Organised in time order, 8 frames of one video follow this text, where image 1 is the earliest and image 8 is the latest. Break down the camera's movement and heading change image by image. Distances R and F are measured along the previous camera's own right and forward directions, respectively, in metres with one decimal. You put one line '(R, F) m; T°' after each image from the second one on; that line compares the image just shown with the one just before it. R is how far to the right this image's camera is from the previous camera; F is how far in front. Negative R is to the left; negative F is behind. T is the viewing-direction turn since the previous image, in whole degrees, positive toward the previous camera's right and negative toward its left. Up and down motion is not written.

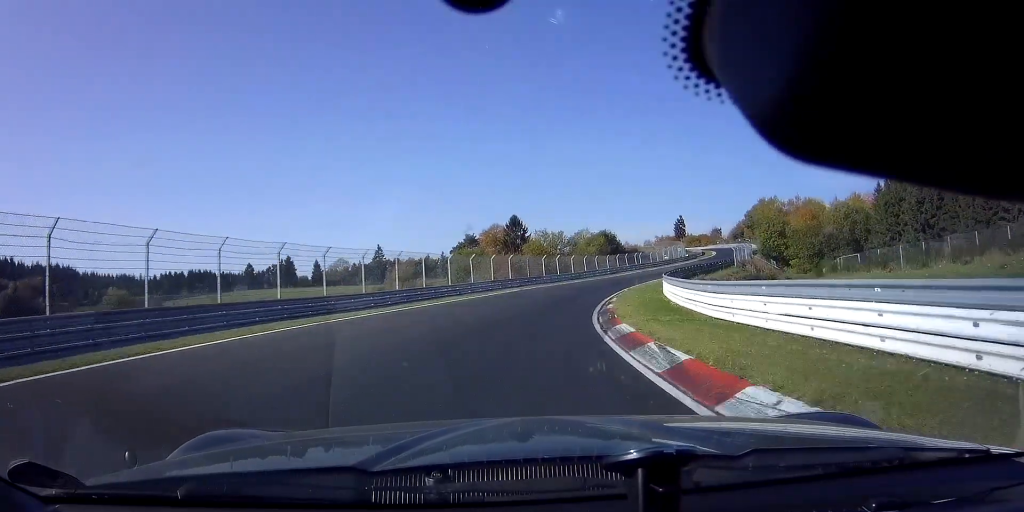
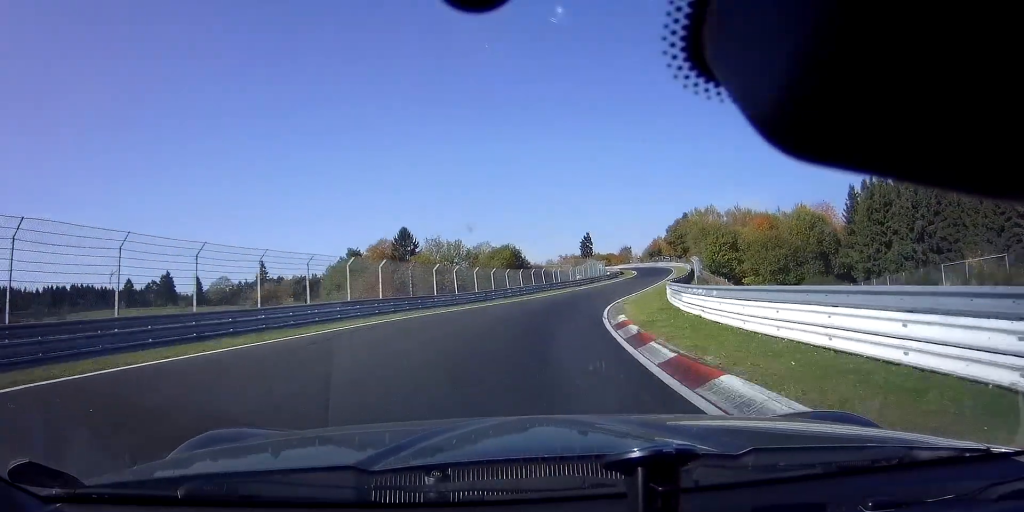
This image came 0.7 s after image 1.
(+2.3, +19.4) m; +11°
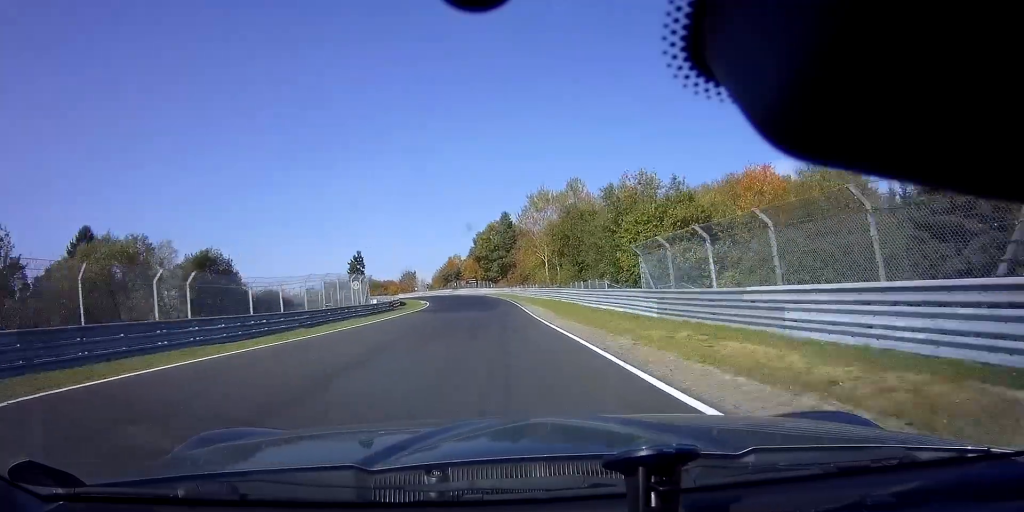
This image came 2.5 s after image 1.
(+10.3, +50.3) m; +16°
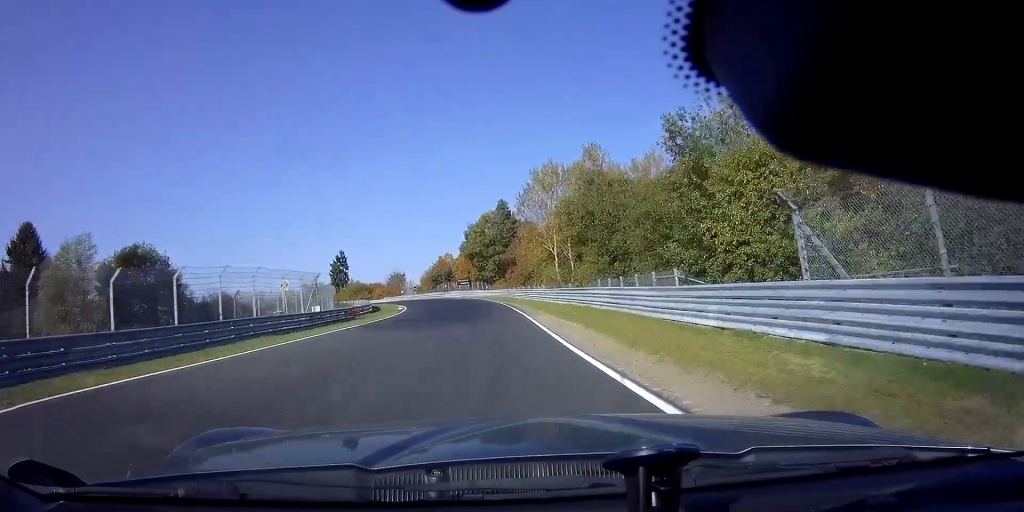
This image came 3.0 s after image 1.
(+0.4, +13.9) m; +1°
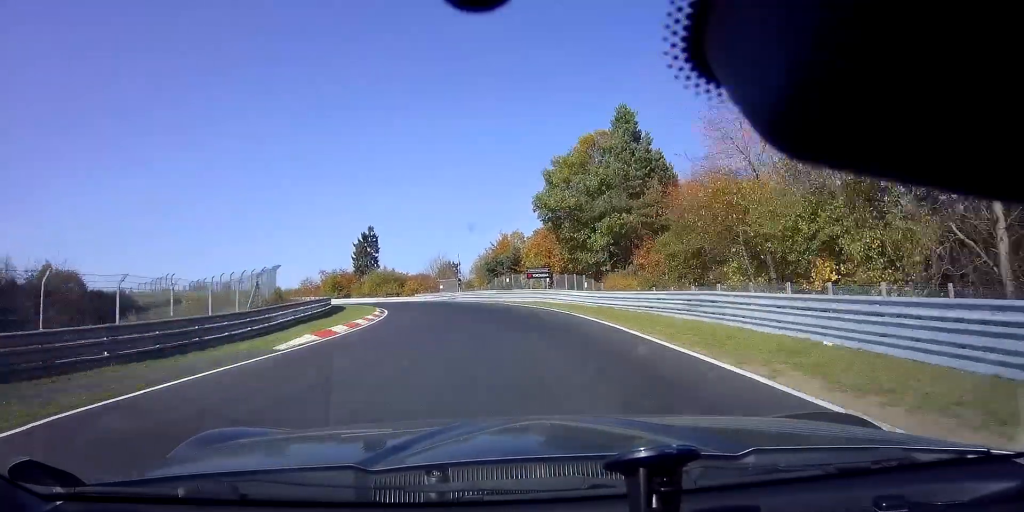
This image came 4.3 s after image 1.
(-2.0, +39.6) m; -9°
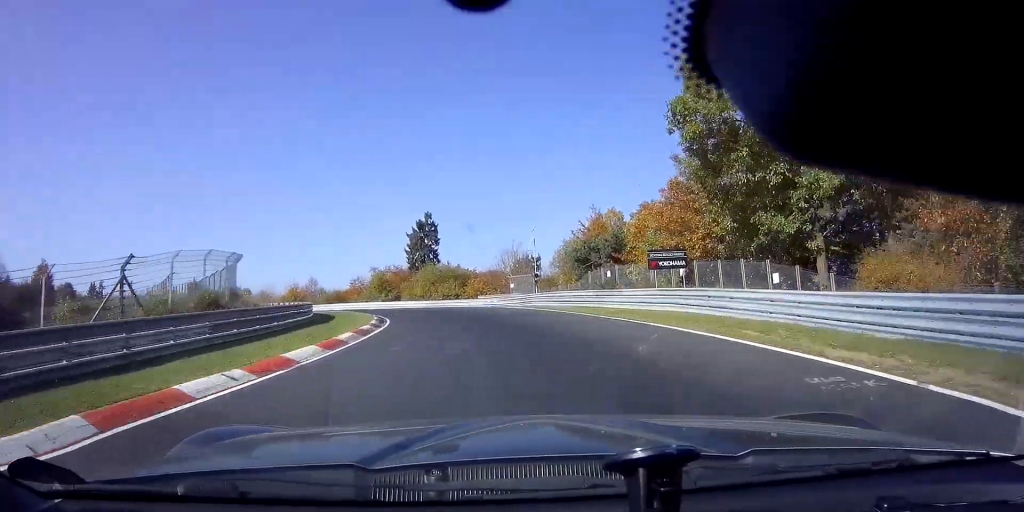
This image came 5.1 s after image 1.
(-0.8, +19.7) m; -9°
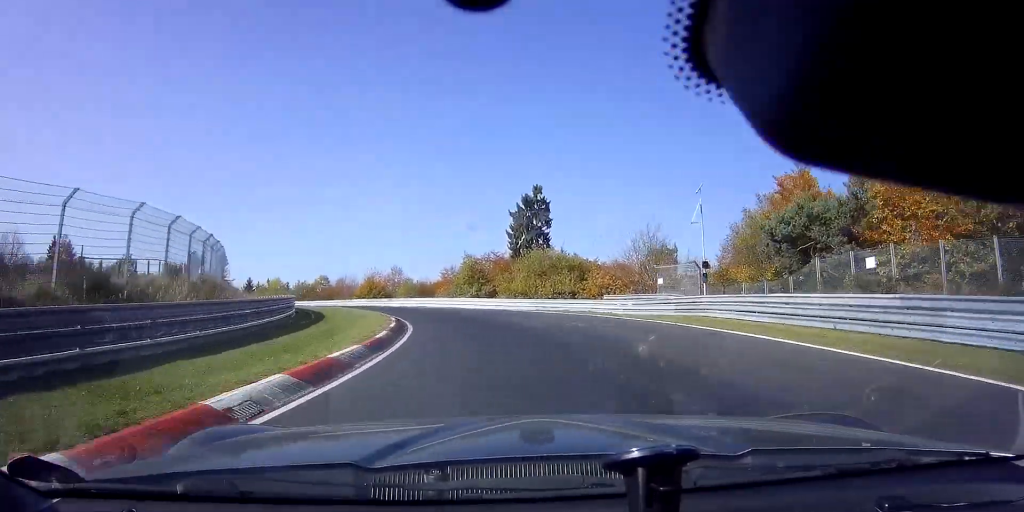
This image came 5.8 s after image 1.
(-1.8, +18.4) m; -12°
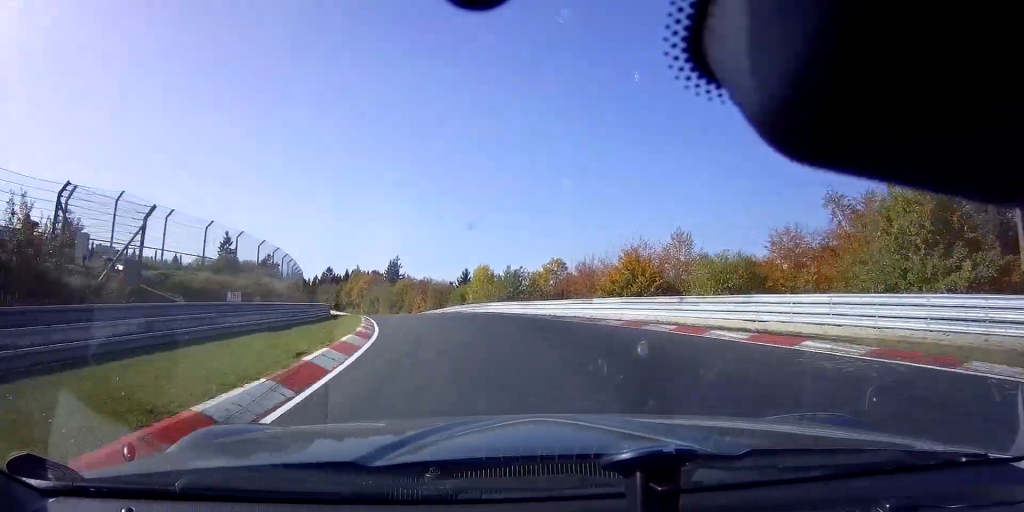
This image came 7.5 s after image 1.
(-10.6, +40.2) m; -26°
